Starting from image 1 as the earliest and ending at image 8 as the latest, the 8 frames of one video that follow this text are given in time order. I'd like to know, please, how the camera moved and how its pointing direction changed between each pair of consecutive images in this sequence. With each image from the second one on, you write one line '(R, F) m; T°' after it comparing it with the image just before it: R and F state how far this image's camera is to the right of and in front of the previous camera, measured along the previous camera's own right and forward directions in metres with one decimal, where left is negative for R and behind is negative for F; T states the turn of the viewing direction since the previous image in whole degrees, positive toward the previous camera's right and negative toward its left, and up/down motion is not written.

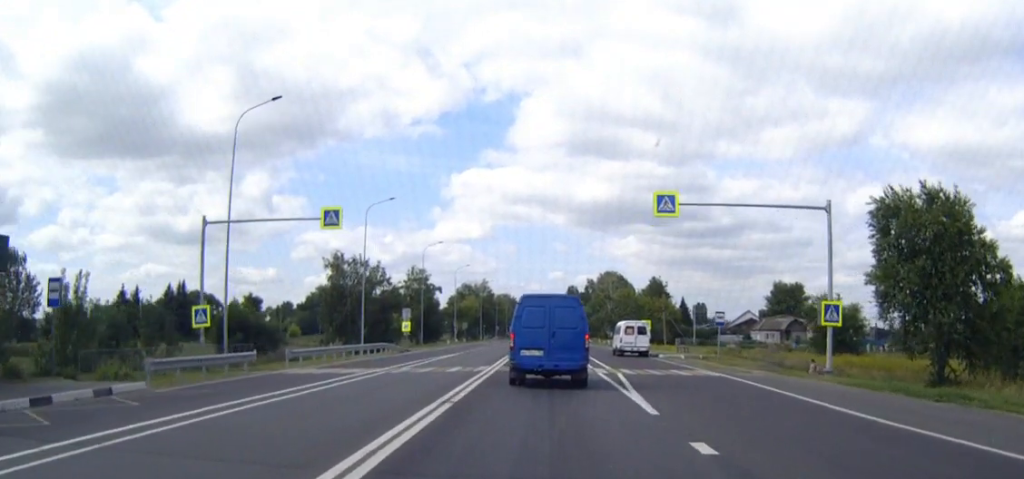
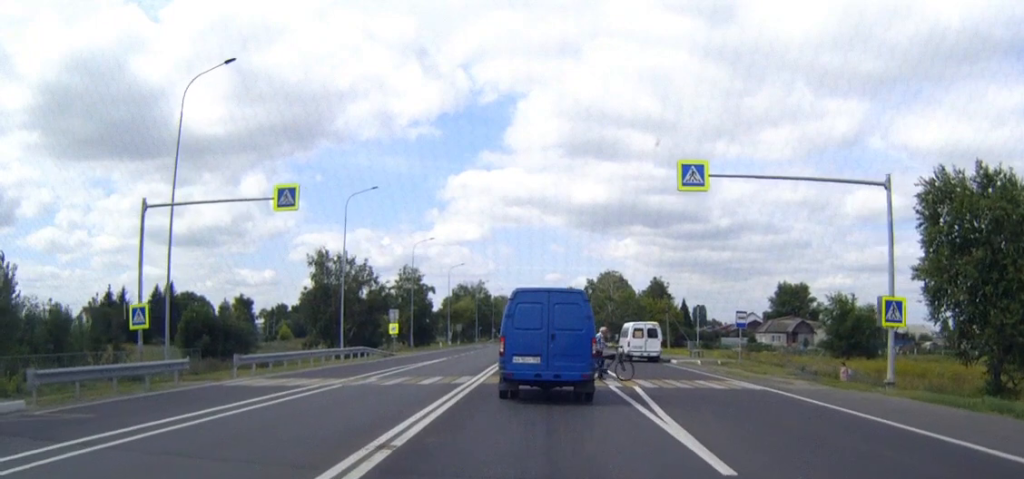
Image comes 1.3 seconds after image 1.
(0.0, +6.9) m; 0°
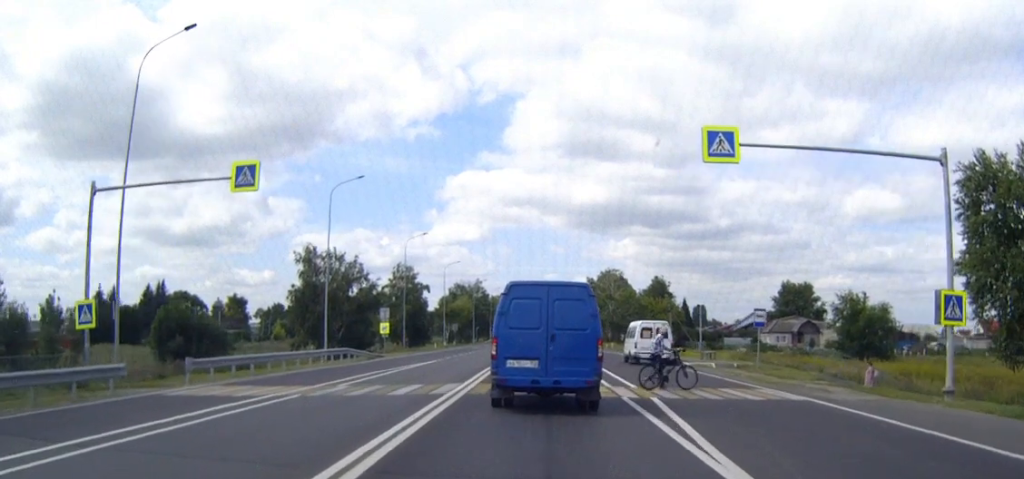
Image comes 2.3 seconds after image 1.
(0.0, +4.2) m; 0°
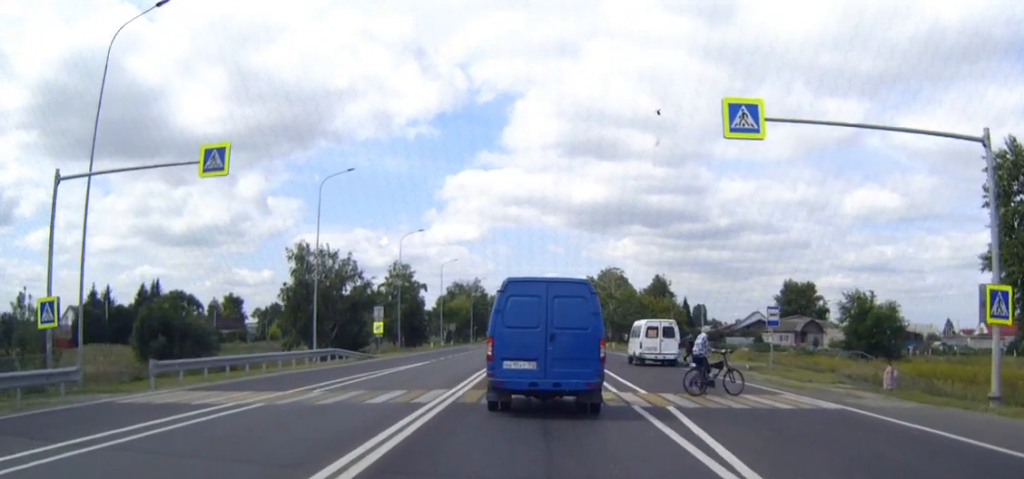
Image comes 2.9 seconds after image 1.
(0.0, +2.5) m; 0°
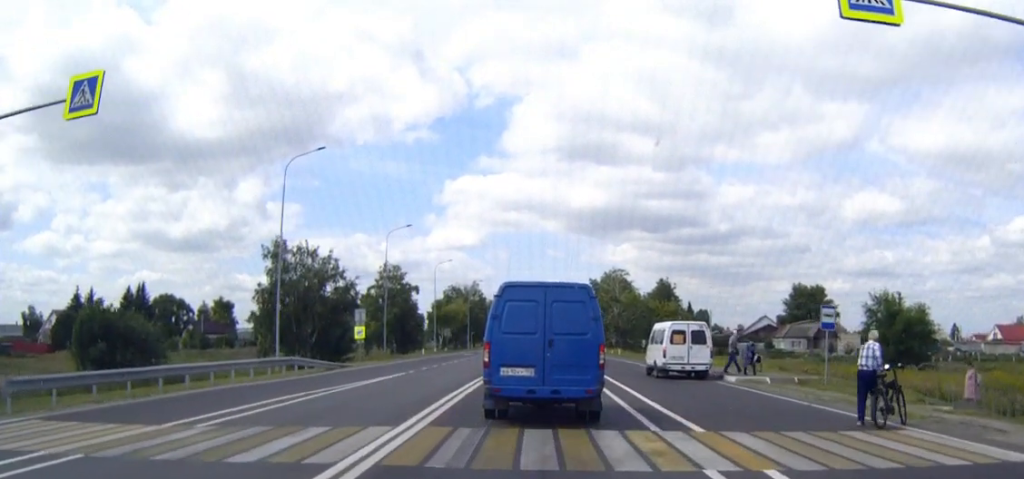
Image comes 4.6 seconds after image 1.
(0.0, +7.4) m; 0°
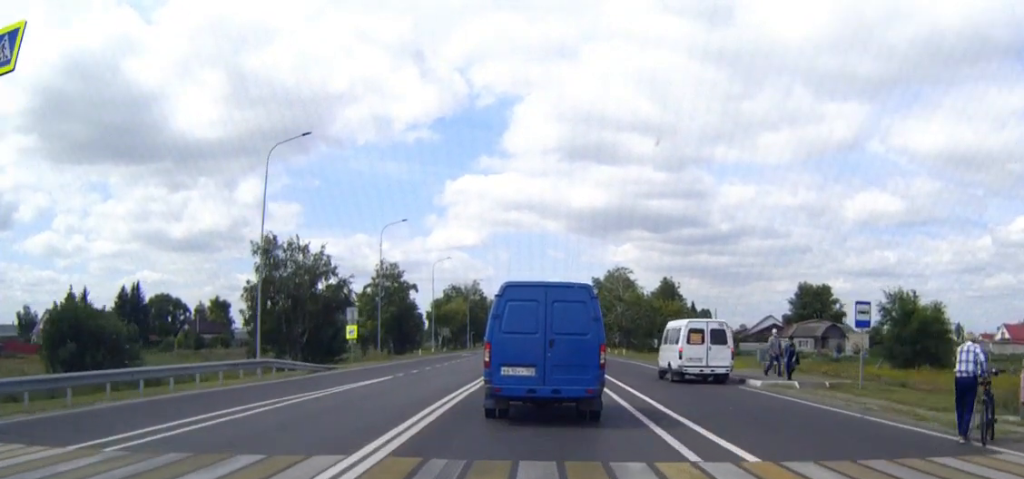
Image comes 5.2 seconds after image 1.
(0.0, +3.0) m; 0°
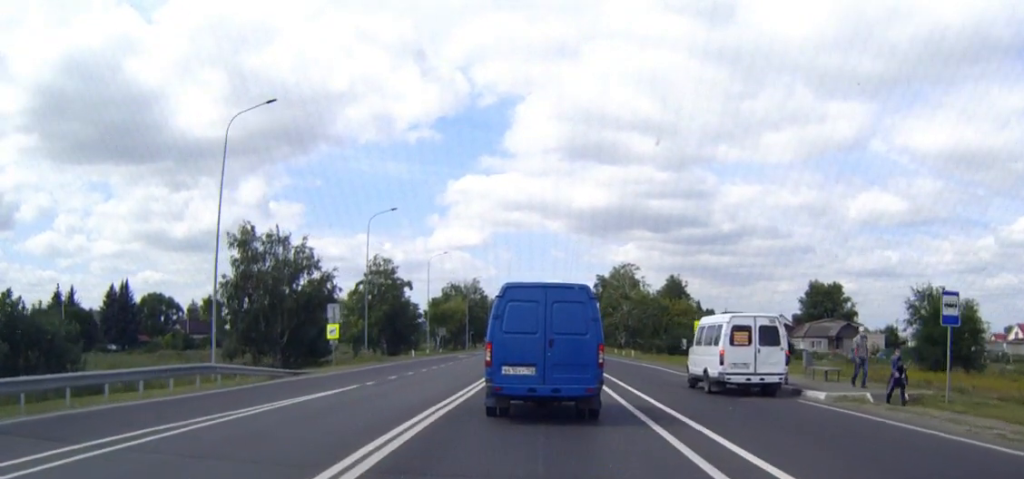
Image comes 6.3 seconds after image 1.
(0.0, +5.7) m; 0°
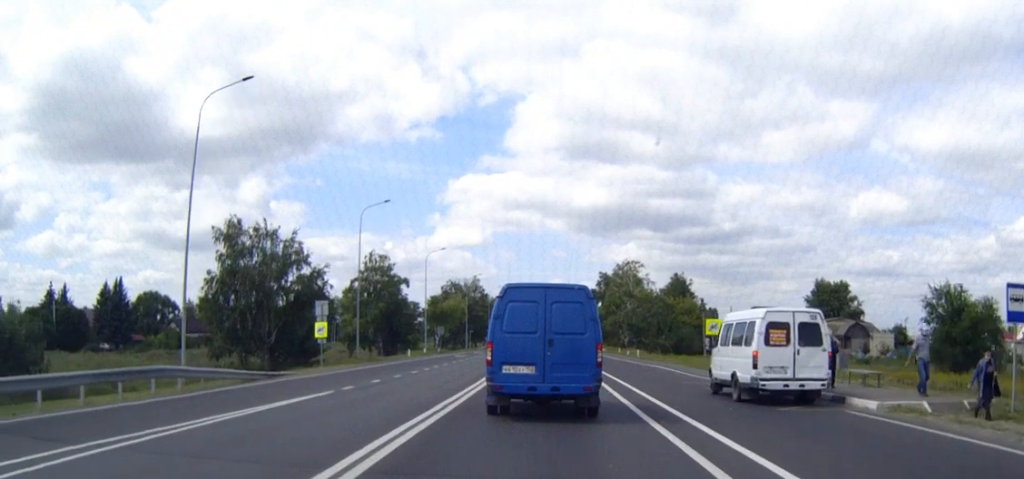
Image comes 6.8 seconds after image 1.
(0.0, +3.0) m; 0°
